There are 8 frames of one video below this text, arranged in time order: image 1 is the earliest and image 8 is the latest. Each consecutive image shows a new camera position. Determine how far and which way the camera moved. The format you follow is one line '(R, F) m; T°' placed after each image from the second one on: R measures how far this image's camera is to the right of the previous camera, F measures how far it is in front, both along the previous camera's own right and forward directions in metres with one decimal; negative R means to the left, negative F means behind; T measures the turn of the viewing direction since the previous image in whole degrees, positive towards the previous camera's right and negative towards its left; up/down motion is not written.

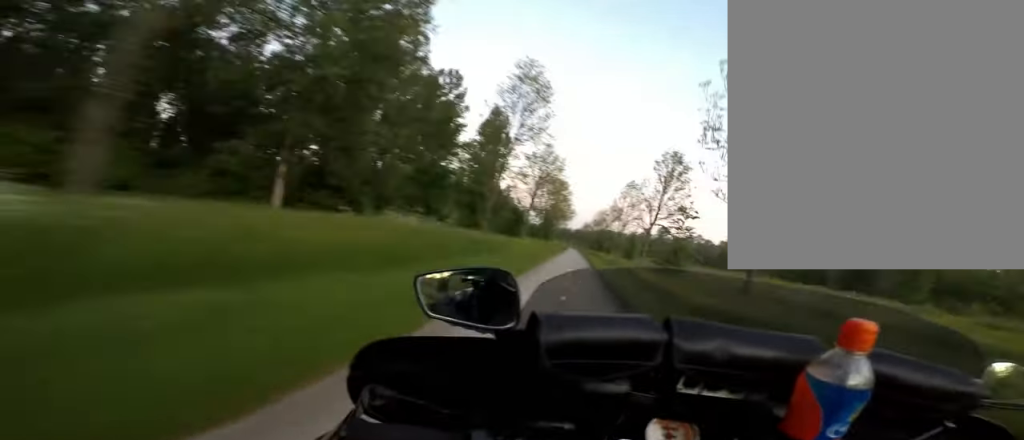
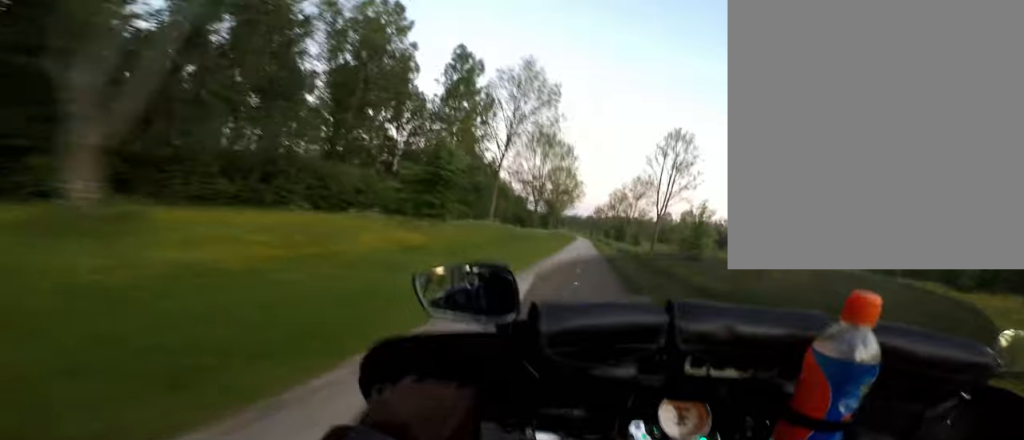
(-1.0, +24.6) m; -3°
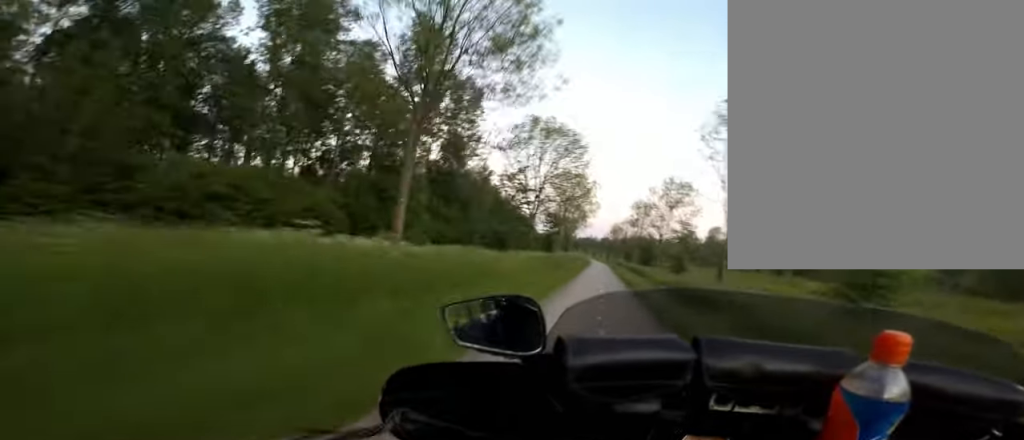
(0.0, +15.4) m; 0°
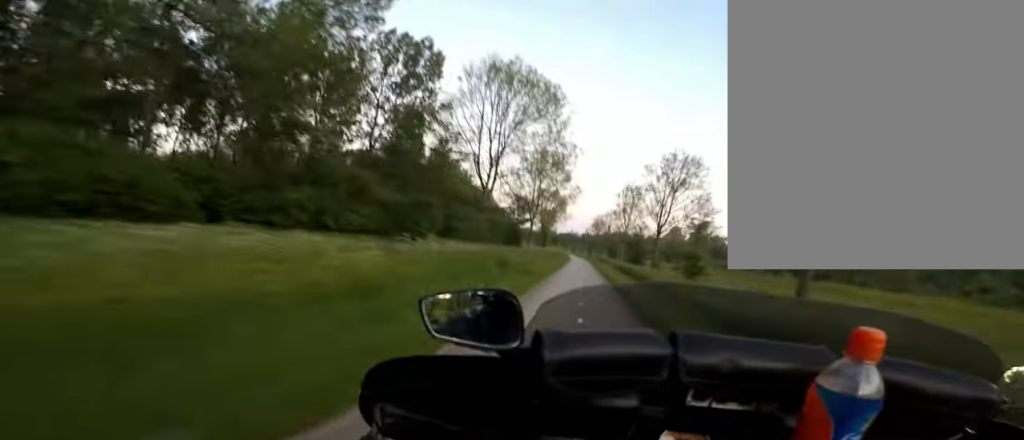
(0.0, +11.2) m; 0°
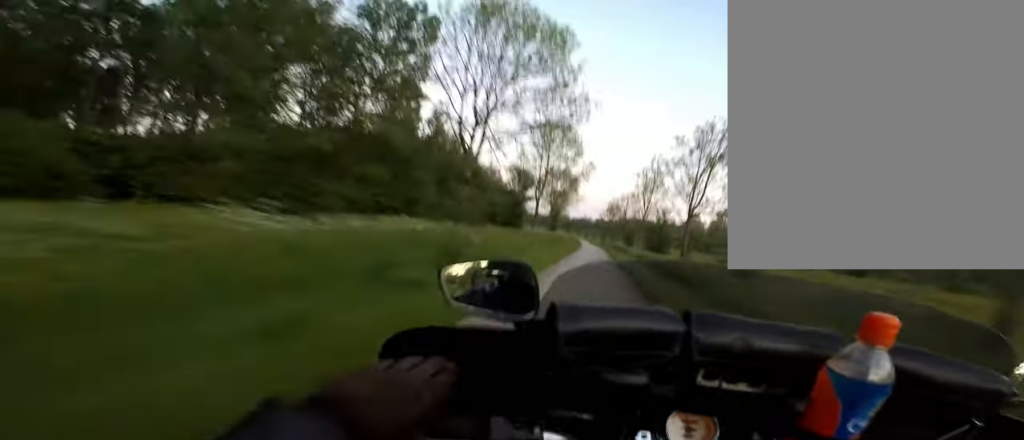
(0.0, +6.2) m; 0°
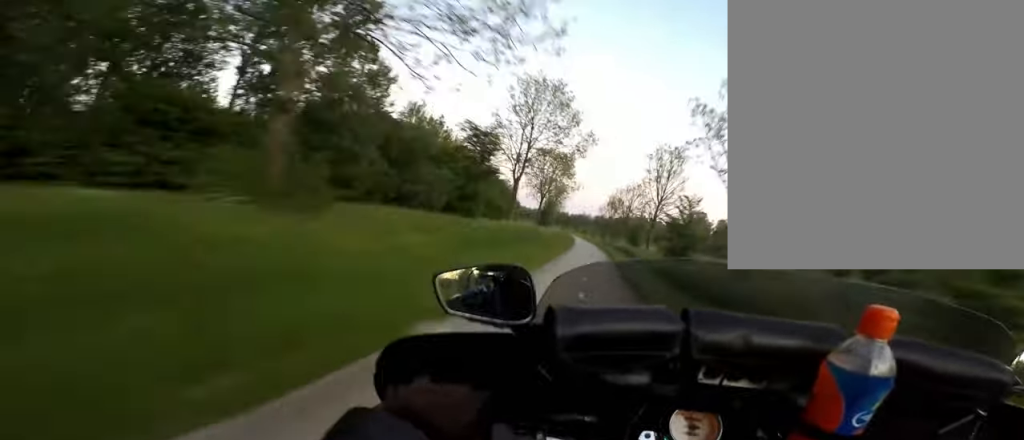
(0.0, +12.5) m; 0°
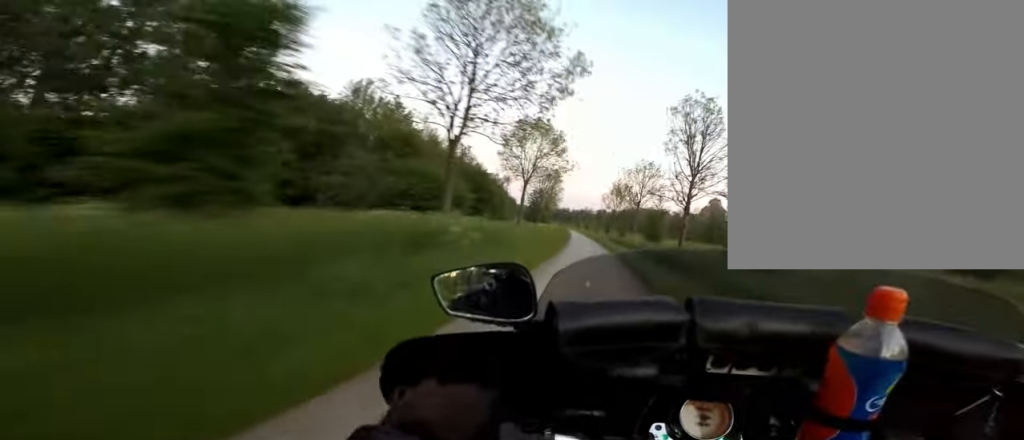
(0.0, +15.6) m; 0°
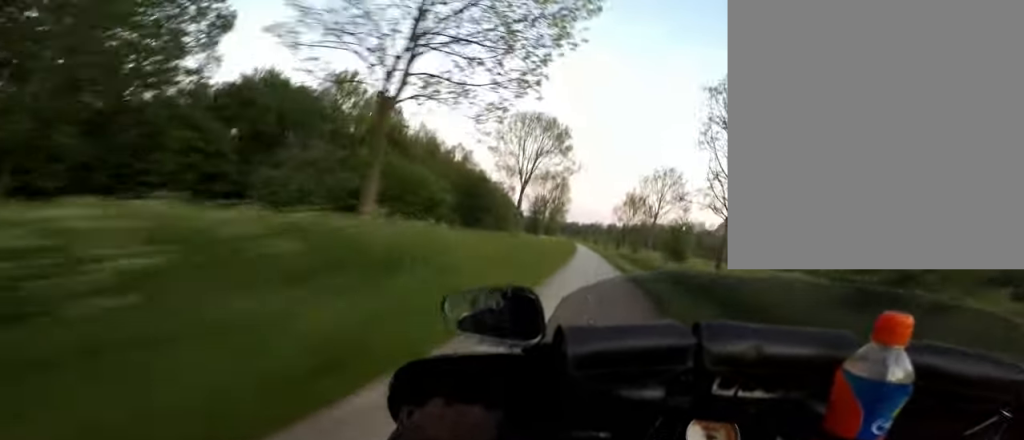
(0.0, +7.4) m; -1°
